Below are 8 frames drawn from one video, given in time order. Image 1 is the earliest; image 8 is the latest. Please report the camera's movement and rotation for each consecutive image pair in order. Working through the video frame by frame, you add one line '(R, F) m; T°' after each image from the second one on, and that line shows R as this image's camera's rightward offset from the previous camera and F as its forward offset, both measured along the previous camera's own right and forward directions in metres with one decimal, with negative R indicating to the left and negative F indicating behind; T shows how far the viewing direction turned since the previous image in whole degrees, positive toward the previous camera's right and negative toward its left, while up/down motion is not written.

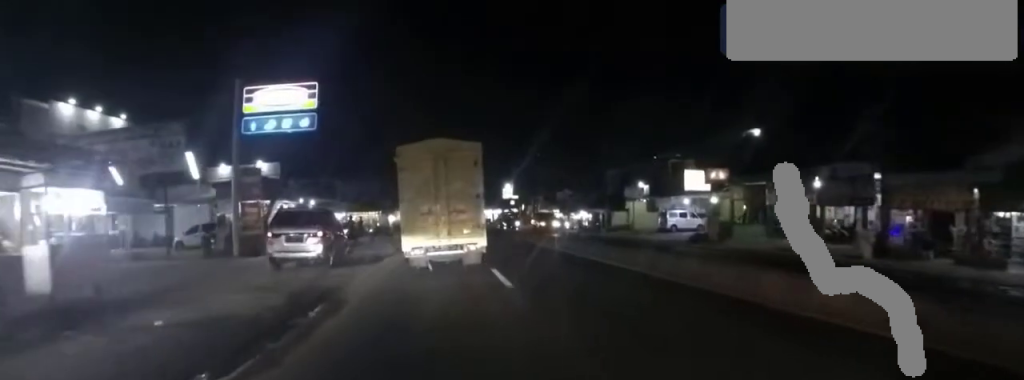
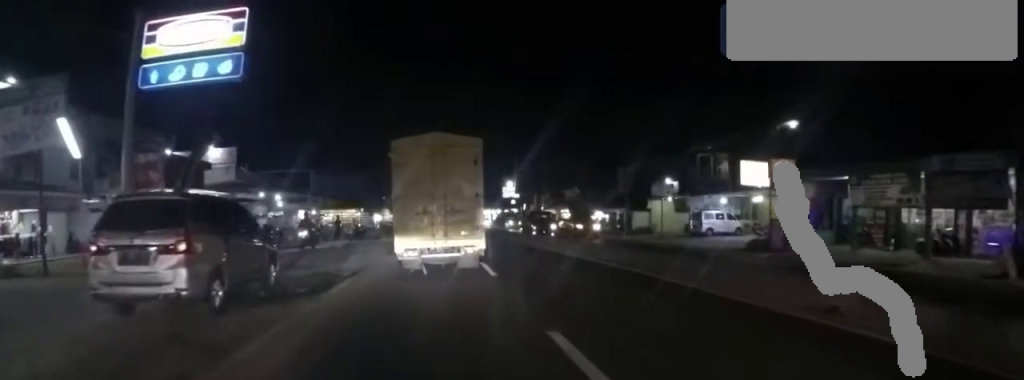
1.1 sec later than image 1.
(0.0, +6.3) m; 0°
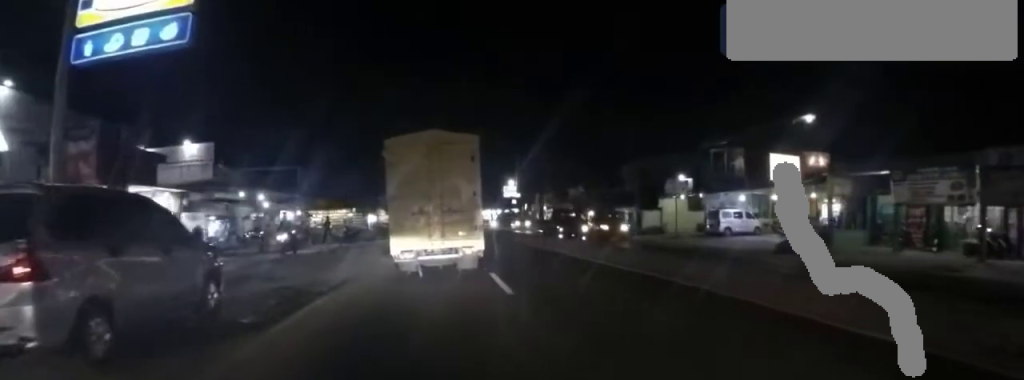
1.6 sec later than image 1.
(0.0, +2.3) m; 0°
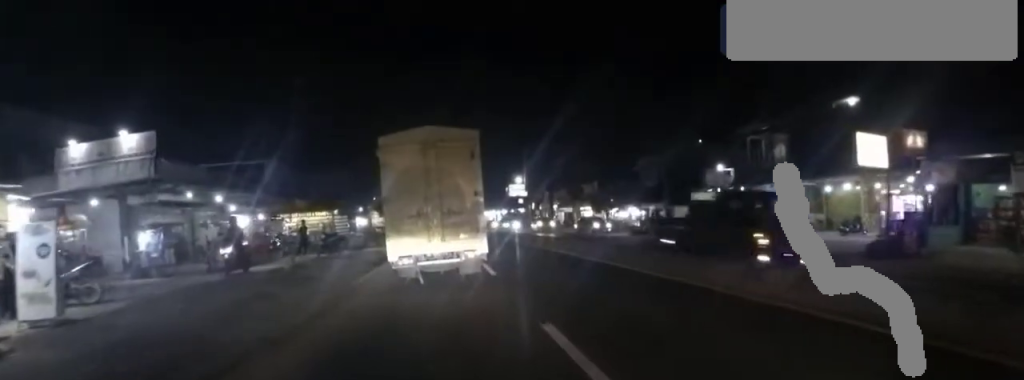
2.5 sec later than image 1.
(0.0, +4.8) m; 0°
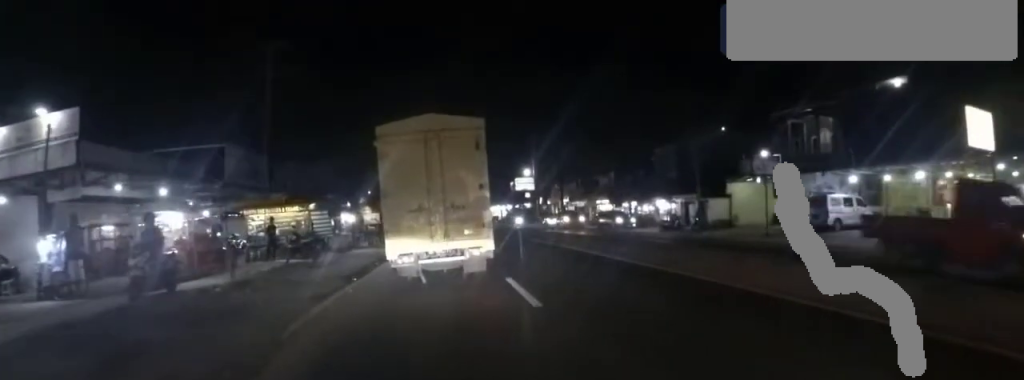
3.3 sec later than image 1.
(0.0, +4.1) m; 0°
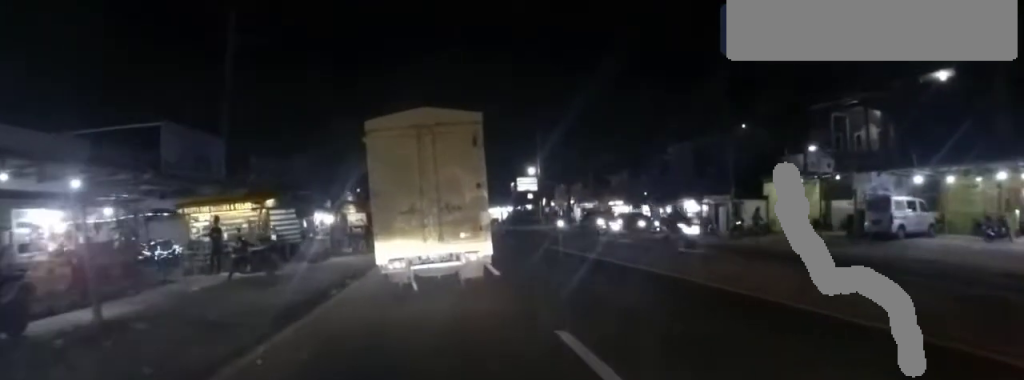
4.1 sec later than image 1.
(0.0, +3.7) m; 0°
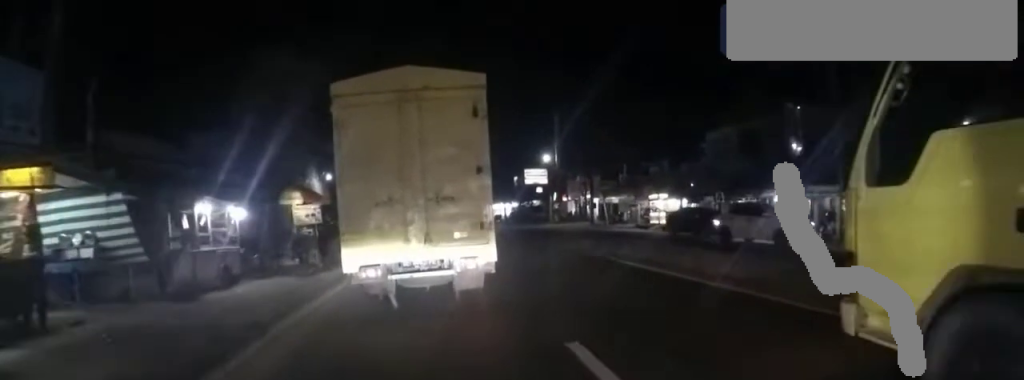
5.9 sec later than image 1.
(0.0, +7.9) m; 0°
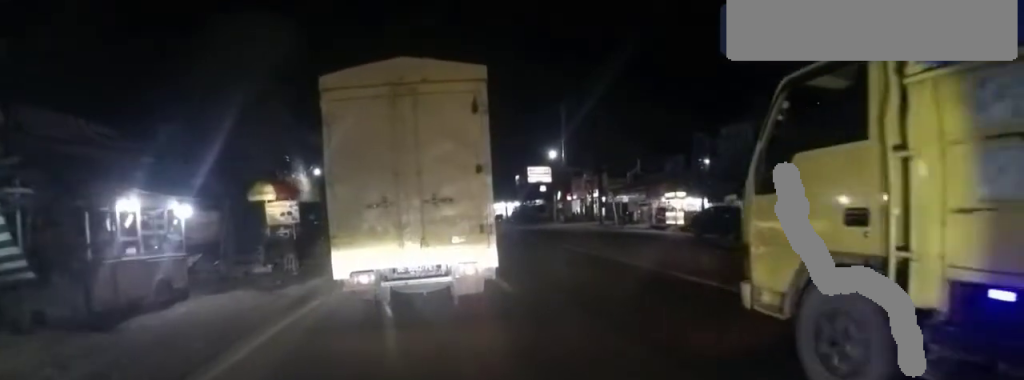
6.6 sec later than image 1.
(0.0, +2.5) m; 0°
